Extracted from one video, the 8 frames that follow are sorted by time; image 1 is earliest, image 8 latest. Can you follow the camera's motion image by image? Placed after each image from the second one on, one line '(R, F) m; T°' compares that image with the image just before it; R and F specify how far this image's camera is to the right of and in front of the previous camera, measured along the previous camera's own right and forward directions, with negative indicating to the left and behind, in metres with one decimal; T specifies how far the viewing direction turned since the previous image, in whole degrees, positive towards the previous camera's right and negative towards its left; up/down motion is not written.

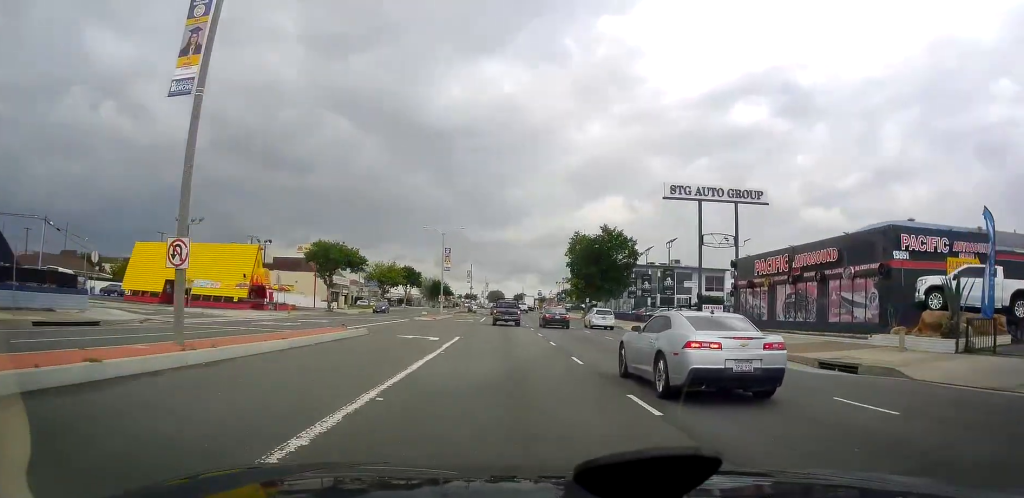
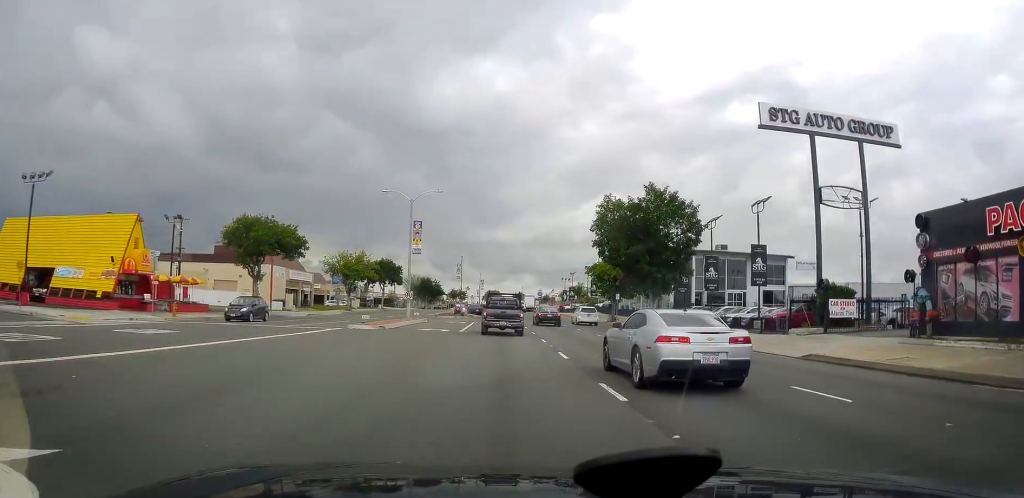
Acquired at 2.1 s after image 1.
(0.0, +21.0) m; 0°
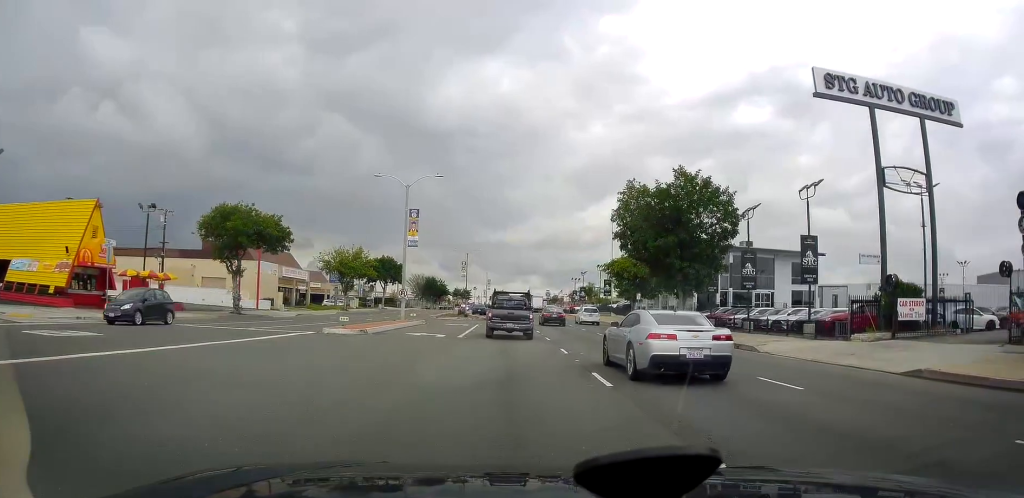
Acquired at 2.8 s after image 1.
(0.0, +5.6) m; 0°
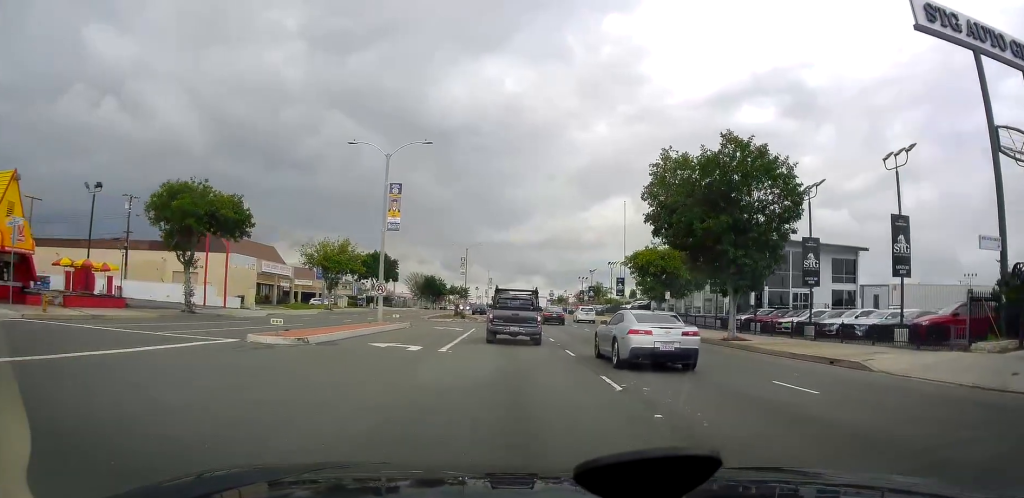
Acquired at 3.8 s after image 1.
(0.0, +7.8) m; 0°
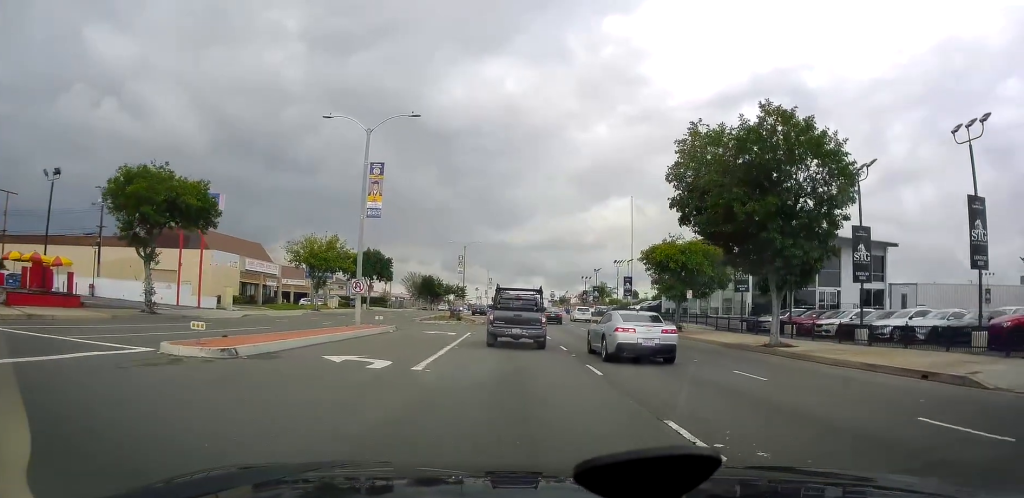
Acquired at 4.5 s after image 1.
(0.0, +4.8) m; -3°
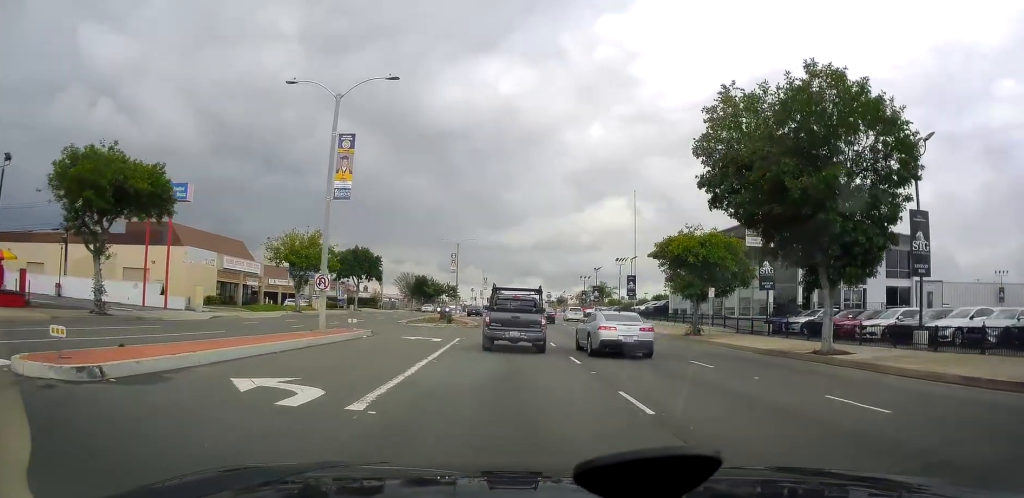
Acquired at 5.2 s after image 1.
(-0.2, +4.5) m; -1°
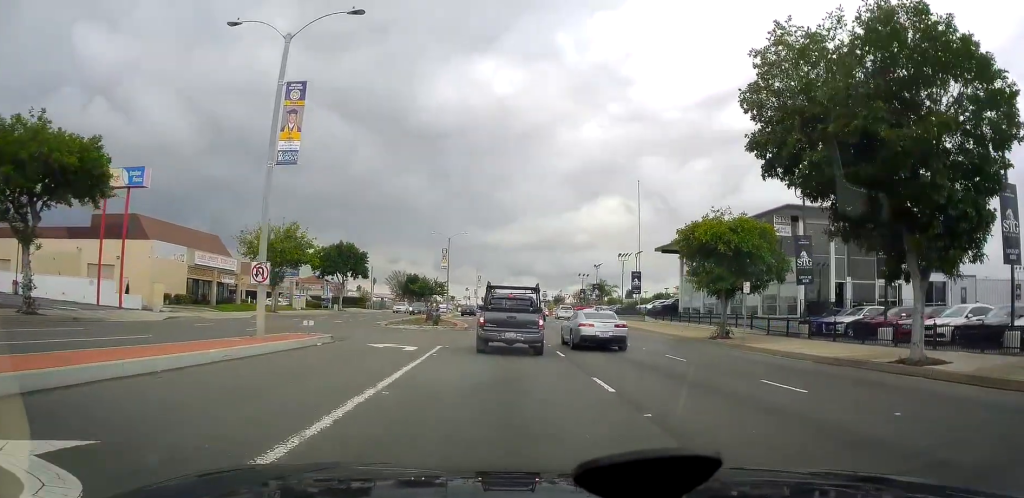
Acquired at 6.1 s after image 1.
(-0.1, +5.2) m; +1°
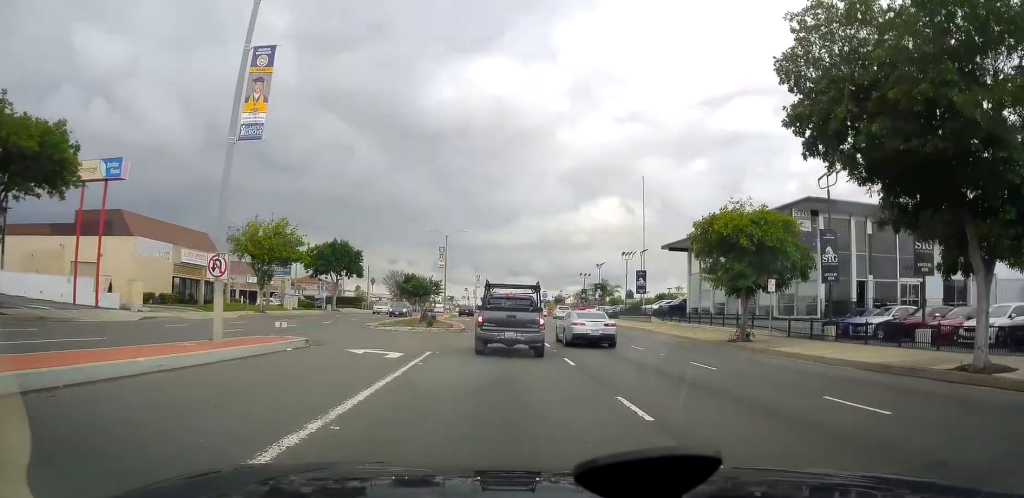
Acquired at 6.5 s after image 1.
(+0.1, +2.6) m; +2°
